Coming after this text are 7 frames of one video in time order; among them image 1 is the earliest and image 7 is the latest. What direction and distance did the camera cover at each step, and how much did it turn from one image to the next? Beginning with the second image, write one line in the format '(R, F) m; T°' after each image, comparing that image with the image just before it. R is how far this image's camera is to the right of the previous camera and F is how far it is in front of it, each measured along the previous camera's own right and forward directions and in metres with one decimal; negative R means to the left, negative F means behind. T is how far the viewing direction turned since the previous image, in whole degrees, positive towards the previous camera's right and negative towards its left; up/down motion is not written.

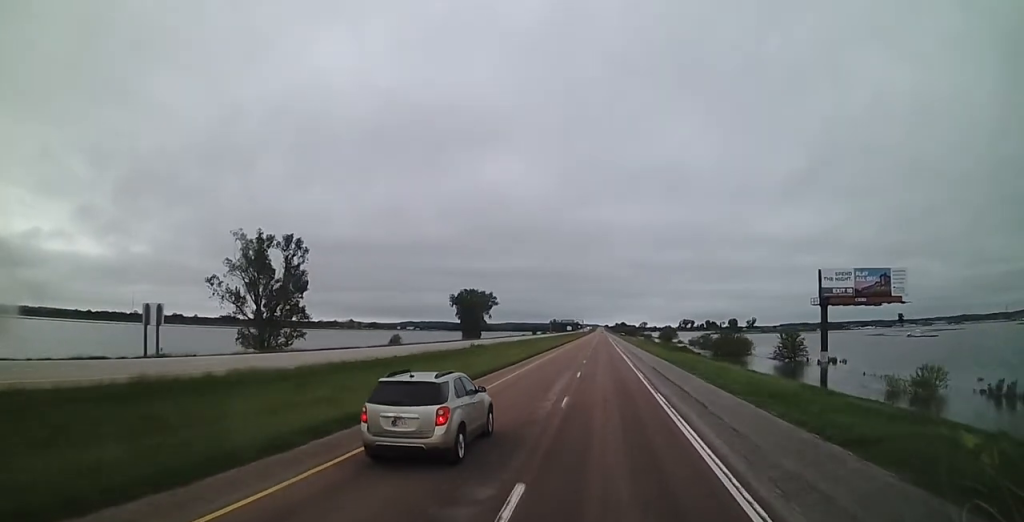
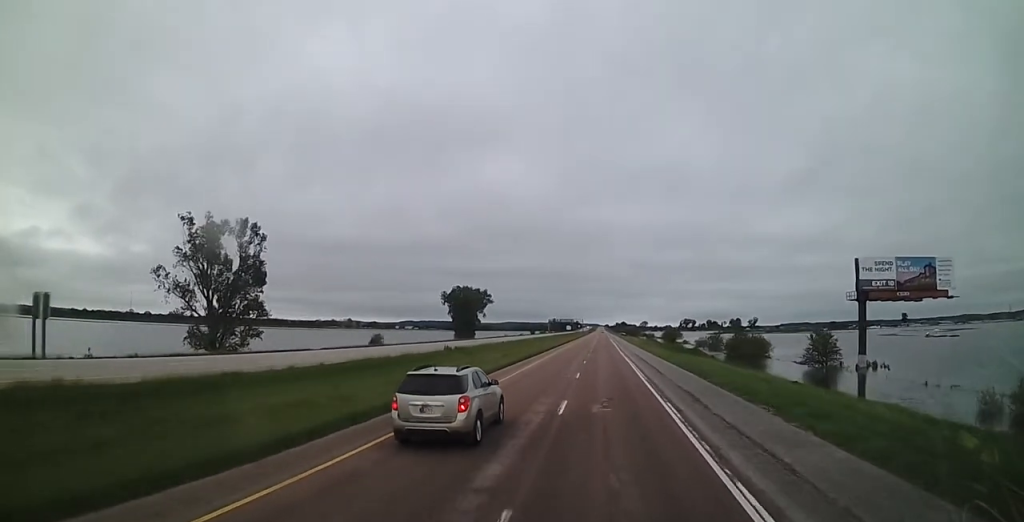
(0.0, +13.5) m; 0°
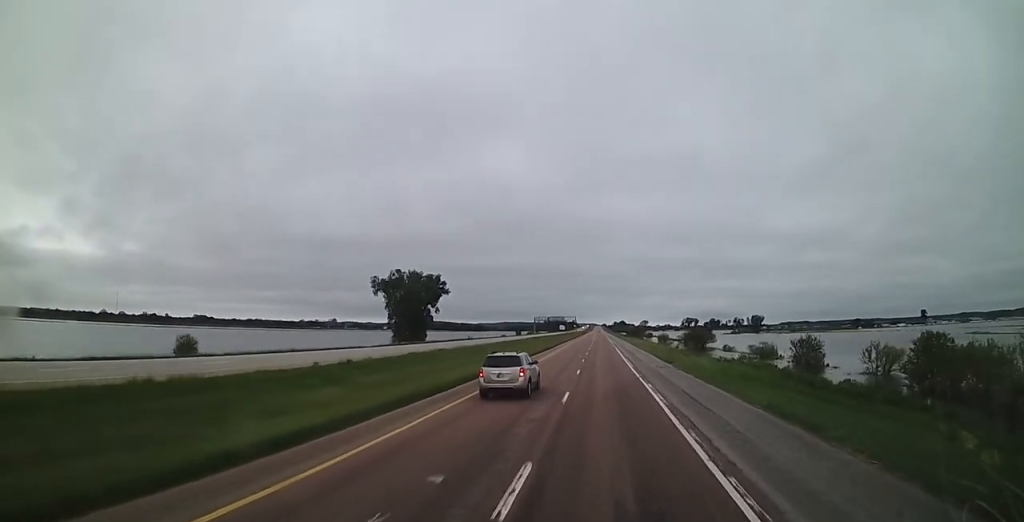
(+0.5, +70.4) m; +1°
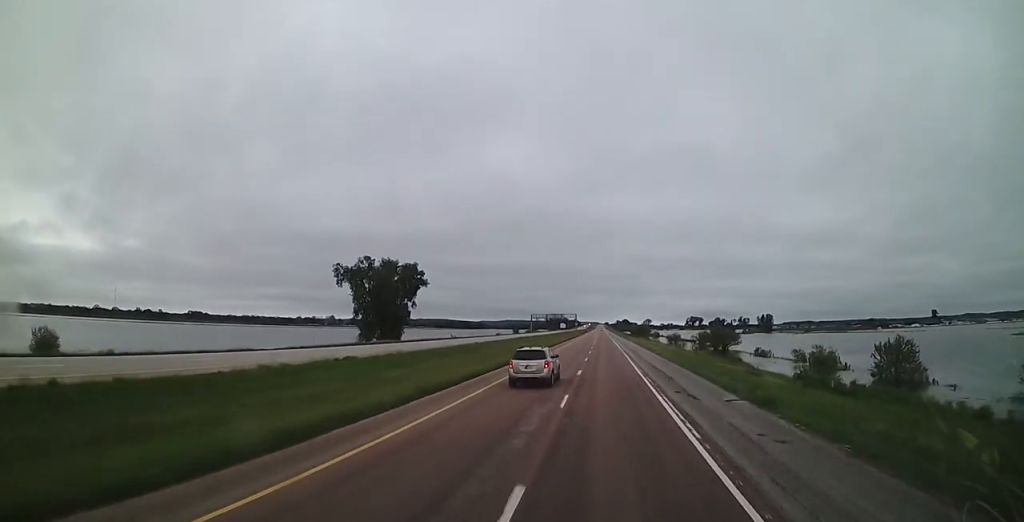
(-0.2, +26.1) m; 0°
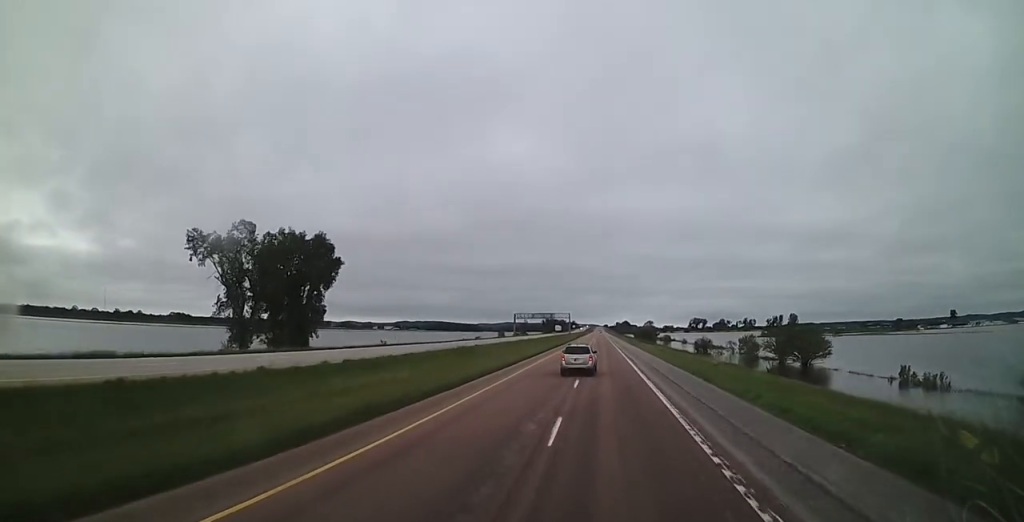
(+0.2, +54.8) m; 0°
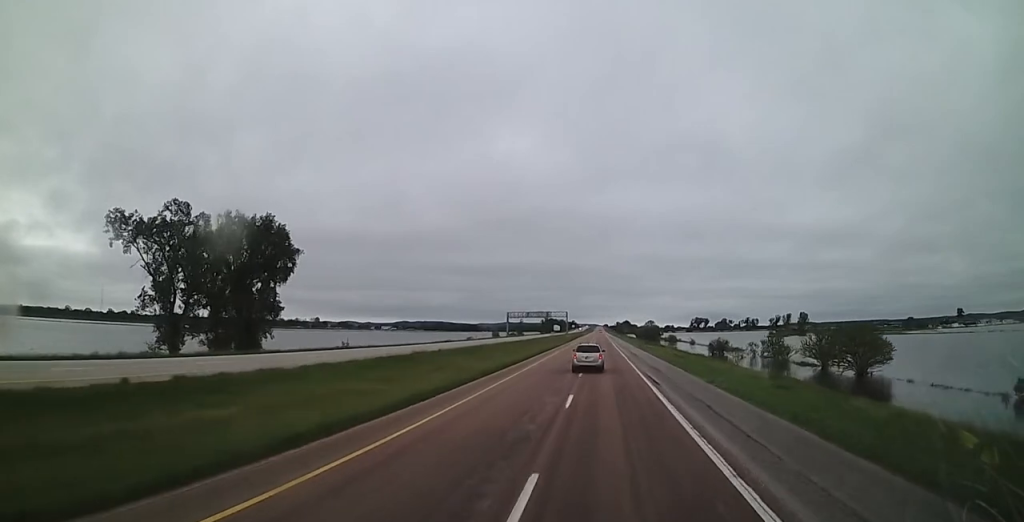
(+0.1, +18.3) m; -1°
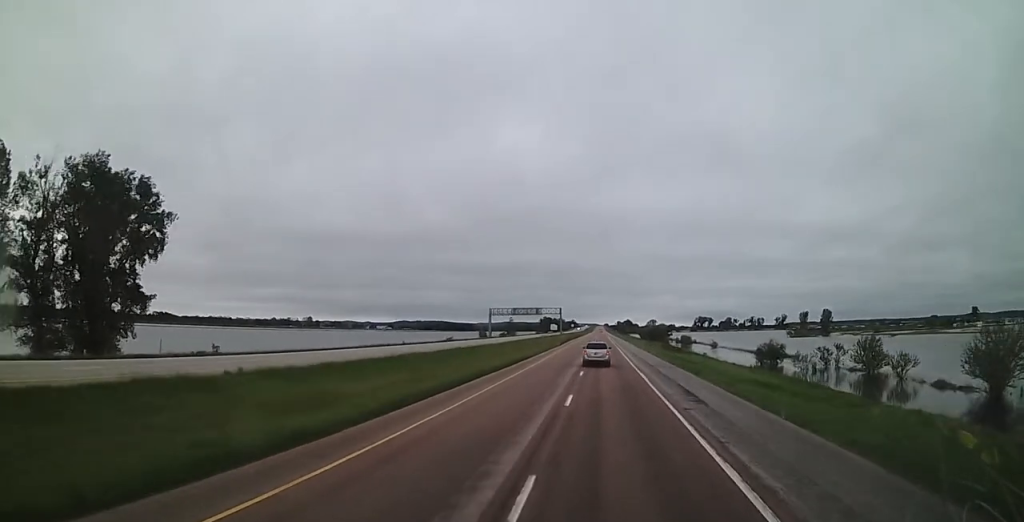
(-0.3, +36.5) m; 0°
